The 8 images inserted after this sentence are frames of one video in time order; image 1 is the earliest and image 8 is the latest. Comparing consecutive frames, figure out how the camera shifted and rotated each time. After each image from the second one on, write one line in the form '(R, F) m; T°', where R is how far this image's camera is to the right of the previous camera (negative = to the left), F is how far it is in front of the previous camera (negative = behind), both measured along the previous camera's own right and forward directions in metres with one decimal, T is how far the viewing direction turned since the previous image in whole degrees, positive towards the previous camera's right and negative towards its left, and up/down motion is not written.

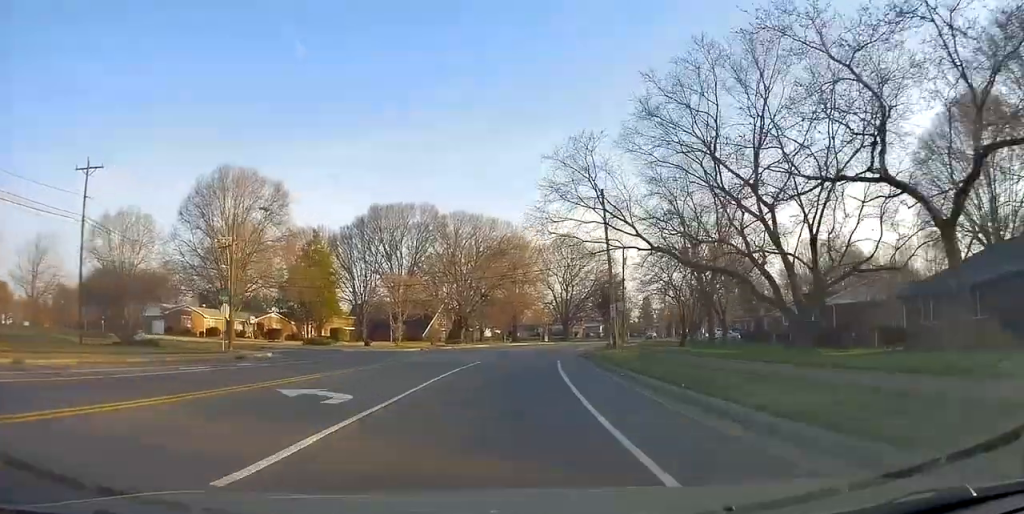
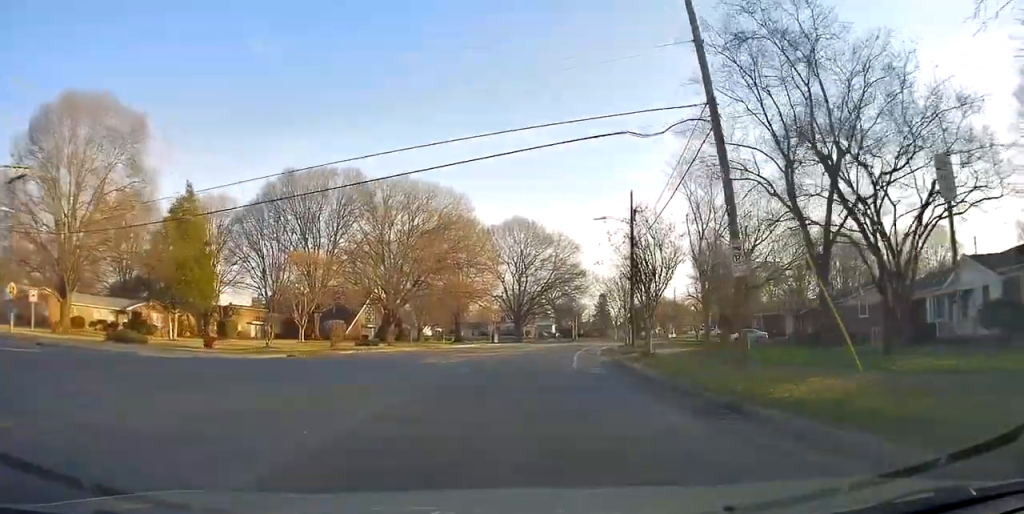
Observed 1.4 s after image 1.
(+1.5, +23.7) m; +7°
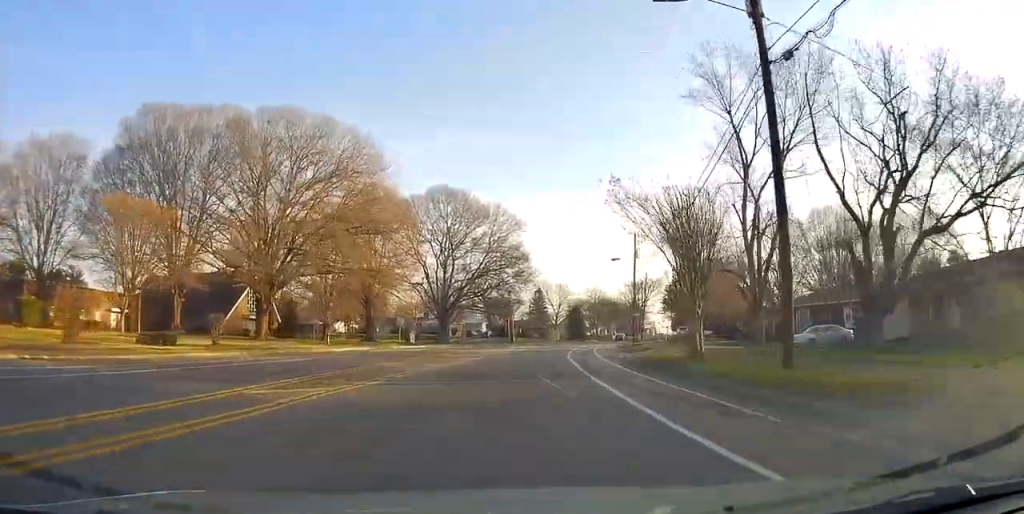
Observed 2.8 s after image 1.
(+1.3, +26.6) m; +5°
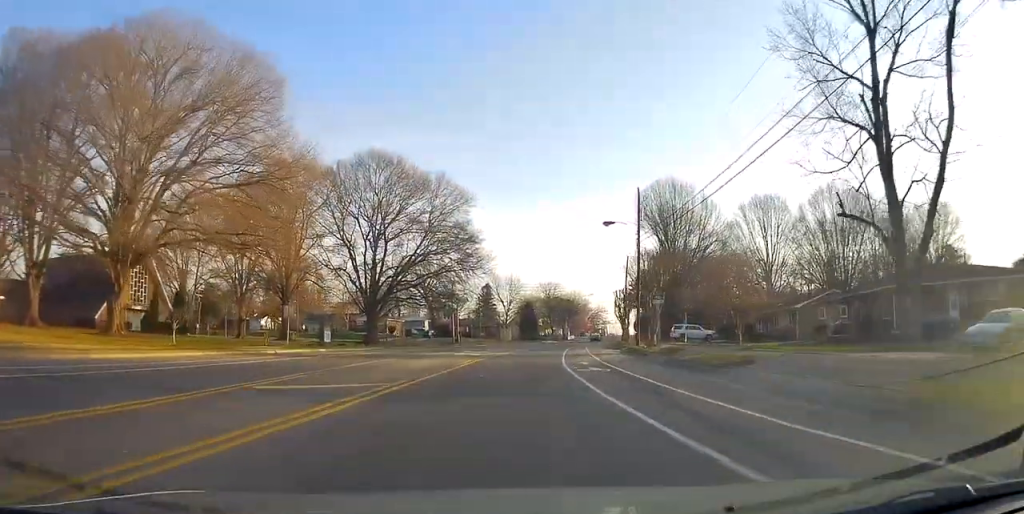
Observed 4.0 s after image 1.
(+0.9, +19.6) m; +8°
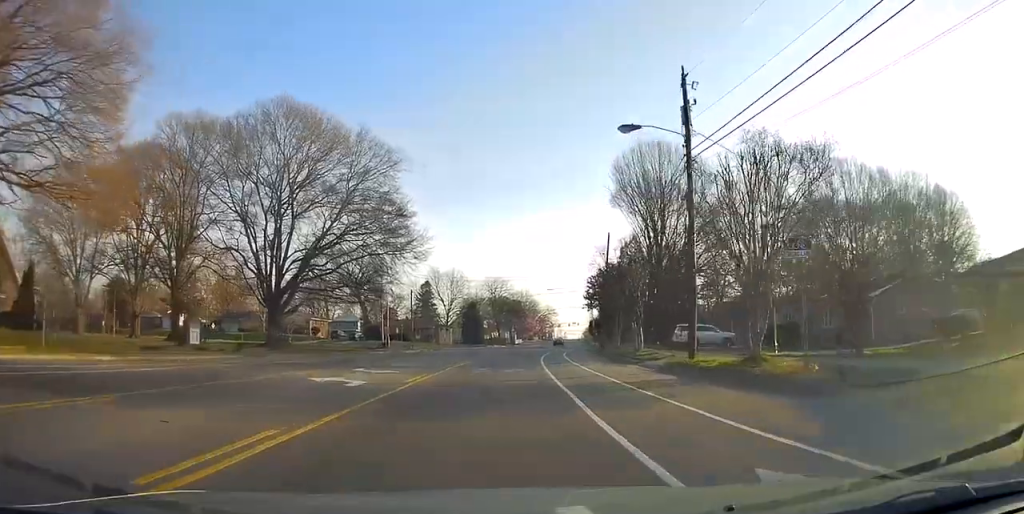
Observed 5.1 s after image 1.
(+1.6, +19.5) m; +6°
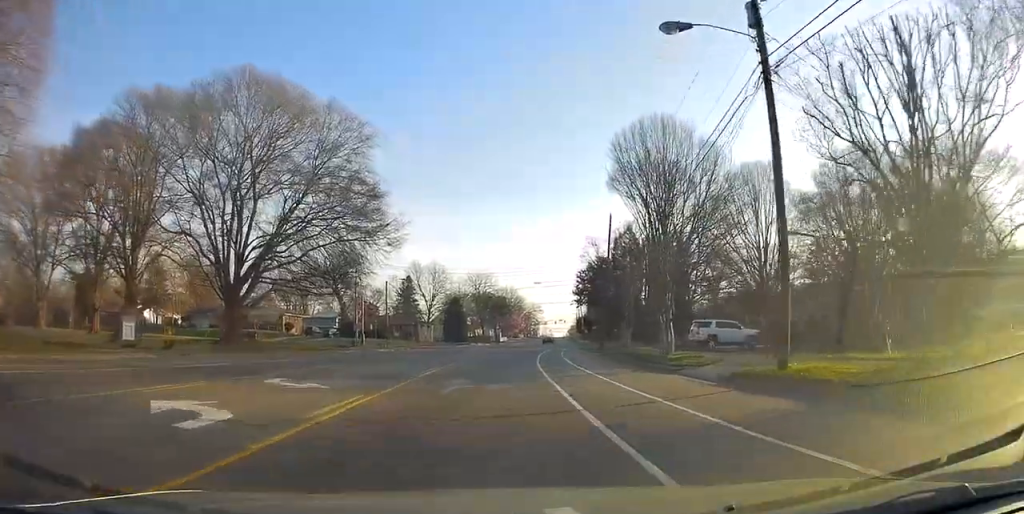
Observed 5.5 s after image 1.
(0.0, +7.5) m; +1°
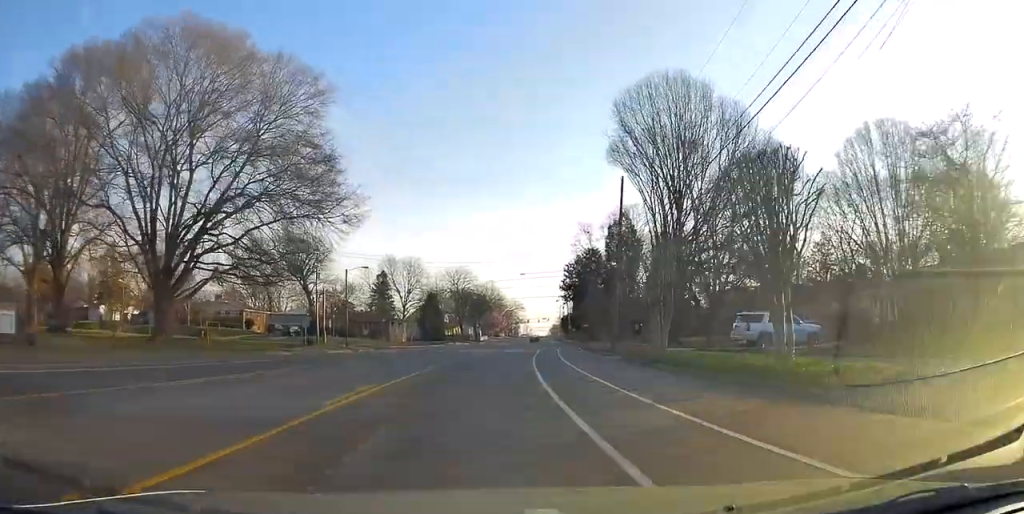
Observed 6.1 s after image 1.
(-0.1, +10.7) m; +2°
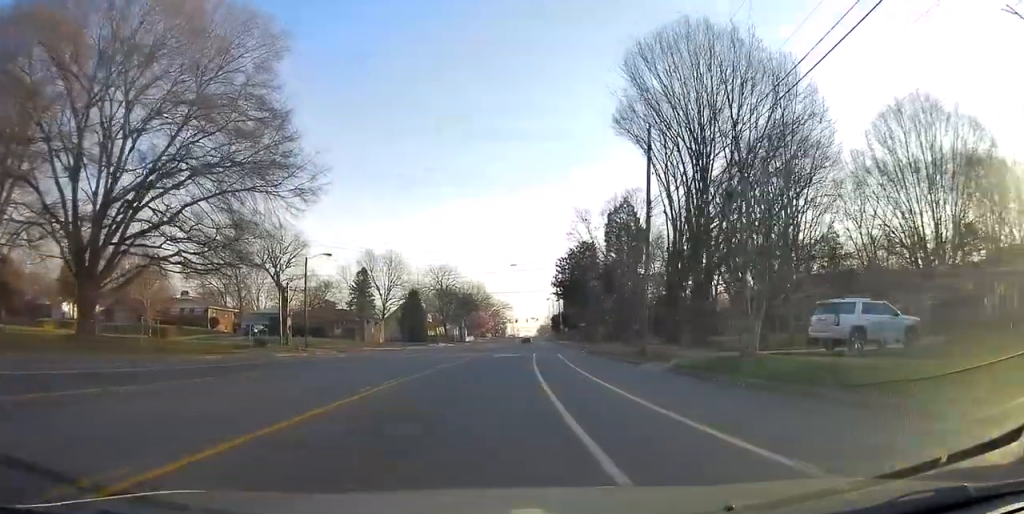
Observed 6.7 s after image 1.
(+0.3, +9.3) m; +2°
